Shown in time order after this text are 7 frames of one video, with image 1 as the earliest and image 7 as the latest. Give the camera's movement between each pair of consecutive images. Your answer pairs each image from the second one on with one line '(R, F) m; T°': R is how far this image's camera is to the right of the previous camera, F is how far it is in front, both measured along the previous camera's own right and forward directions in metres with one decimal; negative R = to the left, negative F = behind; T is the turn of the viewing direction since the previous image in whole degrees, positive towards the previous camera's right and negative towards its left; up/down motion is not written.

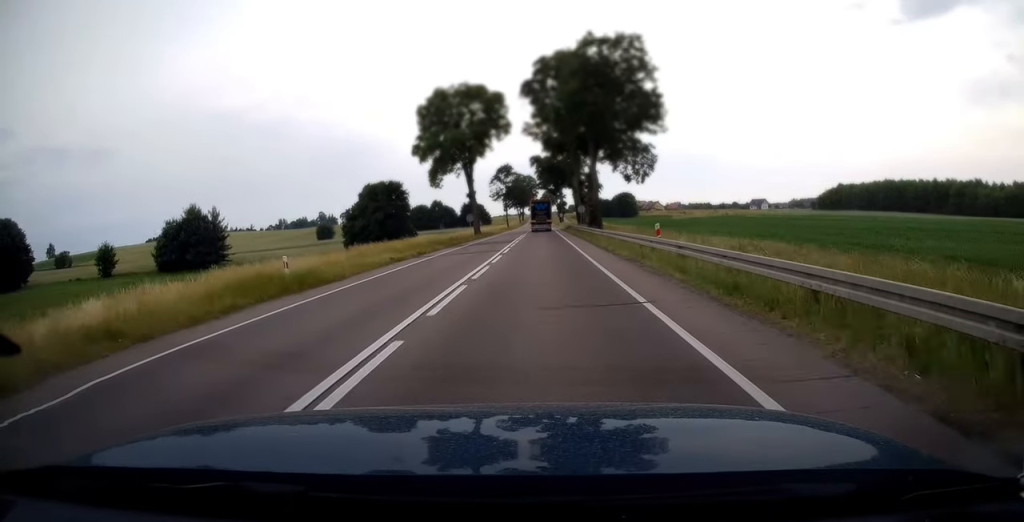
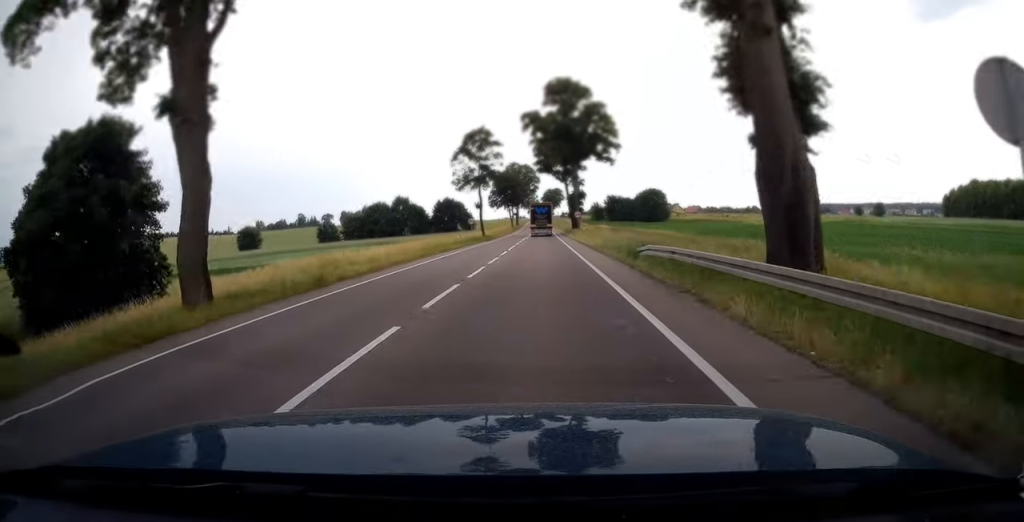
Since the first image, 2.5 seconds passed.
(0.0, +57.8) m; 0°
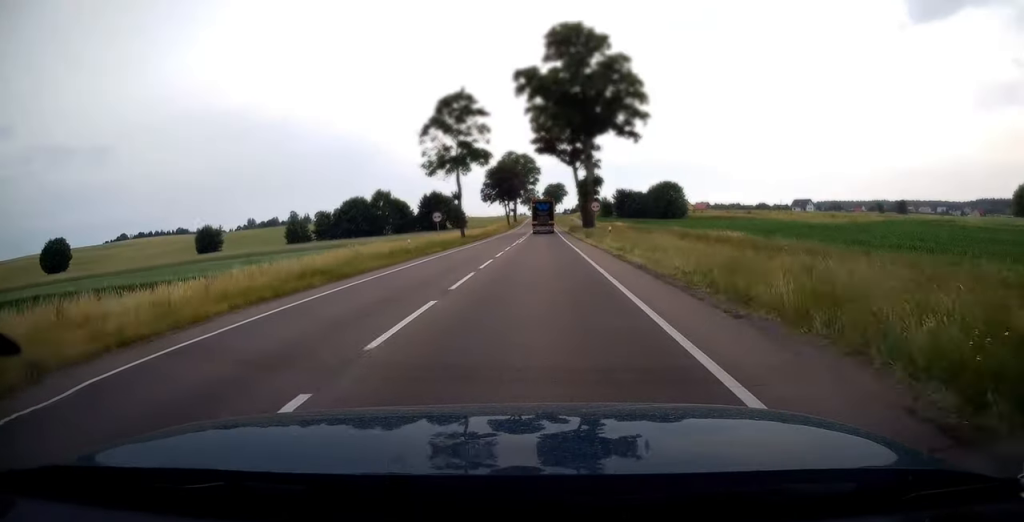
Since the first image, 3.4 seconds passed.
(0.0, +20.4) m; 0°
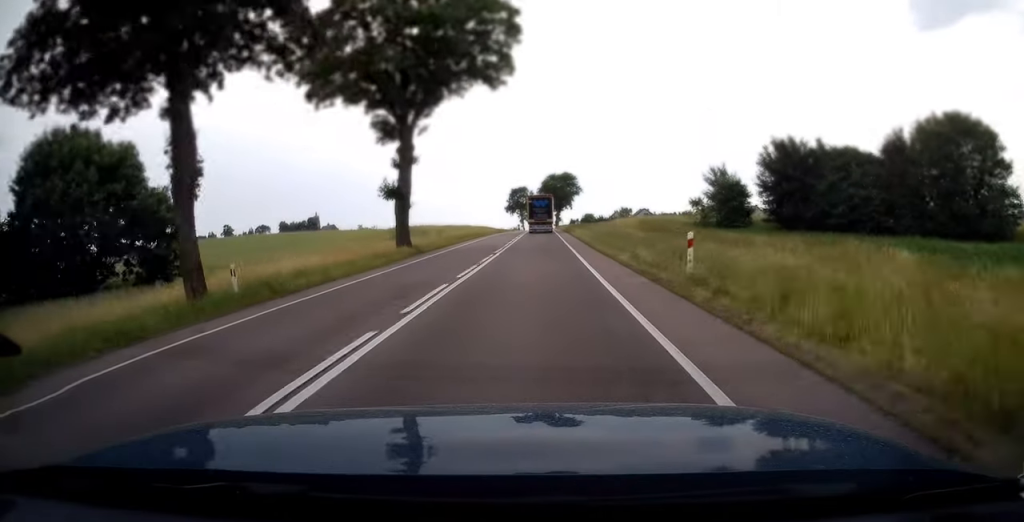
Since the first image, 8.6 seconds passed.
(+0.6, +119.3) m; 0°
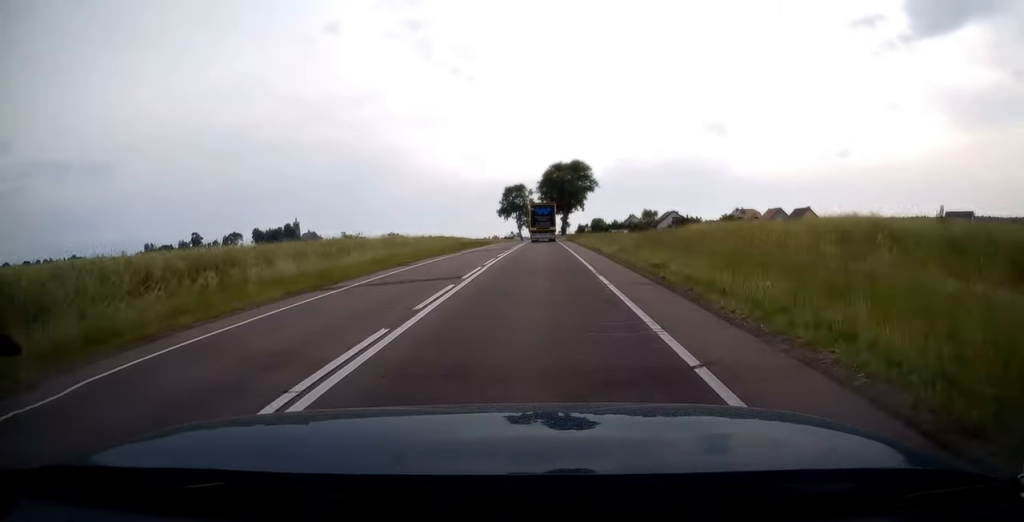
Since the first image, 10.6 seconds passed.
(-0.2, +48.0) m; -1°
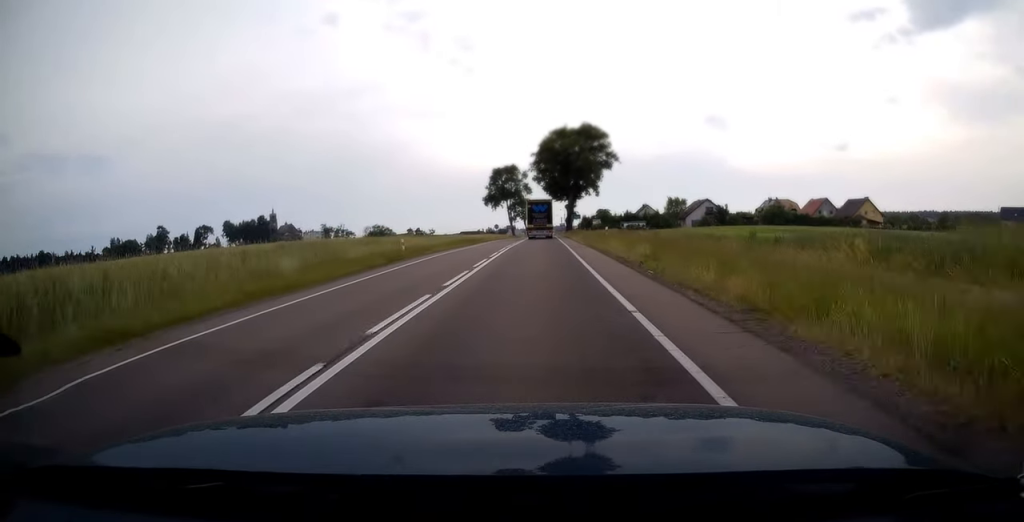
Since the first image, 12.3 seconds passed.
(-0.2, +38.9) m; 0°
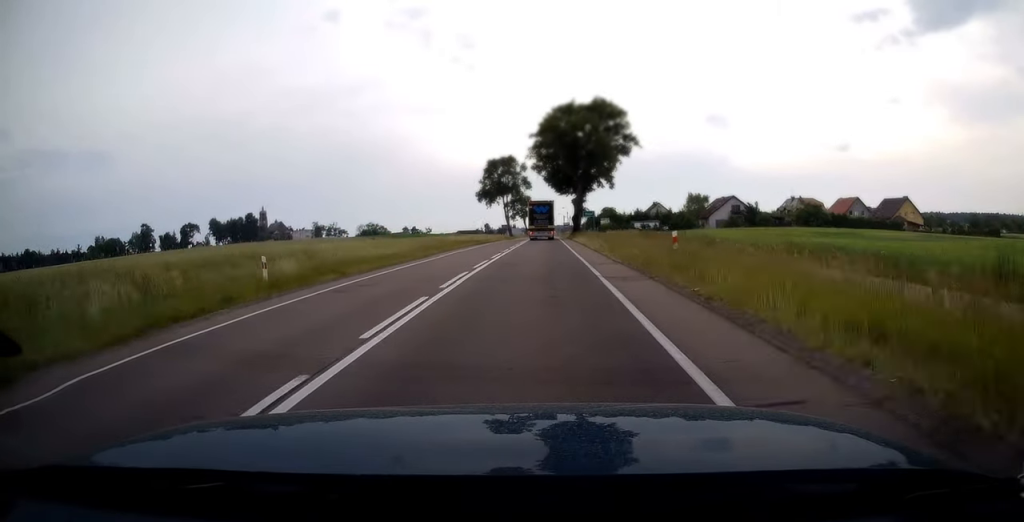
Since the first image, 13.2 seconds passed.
(+0.2, +18.5) m; 0°
